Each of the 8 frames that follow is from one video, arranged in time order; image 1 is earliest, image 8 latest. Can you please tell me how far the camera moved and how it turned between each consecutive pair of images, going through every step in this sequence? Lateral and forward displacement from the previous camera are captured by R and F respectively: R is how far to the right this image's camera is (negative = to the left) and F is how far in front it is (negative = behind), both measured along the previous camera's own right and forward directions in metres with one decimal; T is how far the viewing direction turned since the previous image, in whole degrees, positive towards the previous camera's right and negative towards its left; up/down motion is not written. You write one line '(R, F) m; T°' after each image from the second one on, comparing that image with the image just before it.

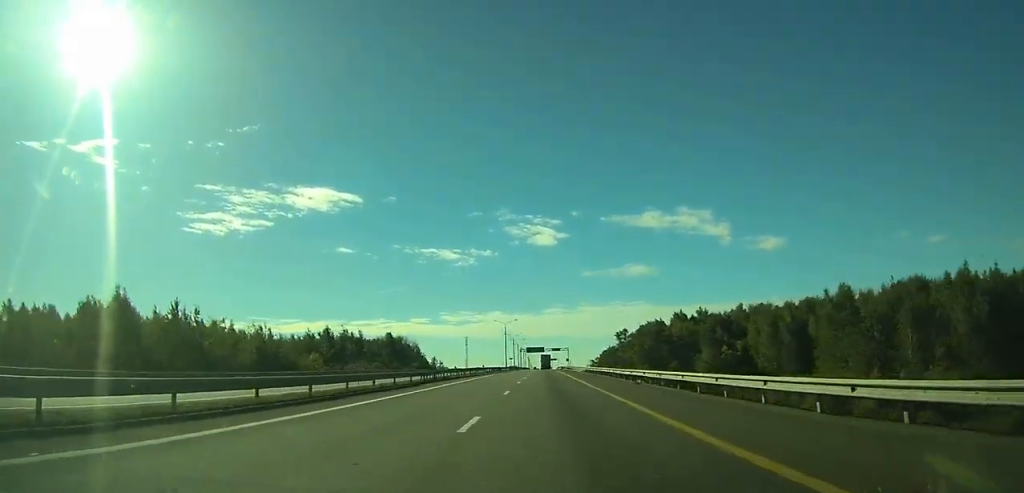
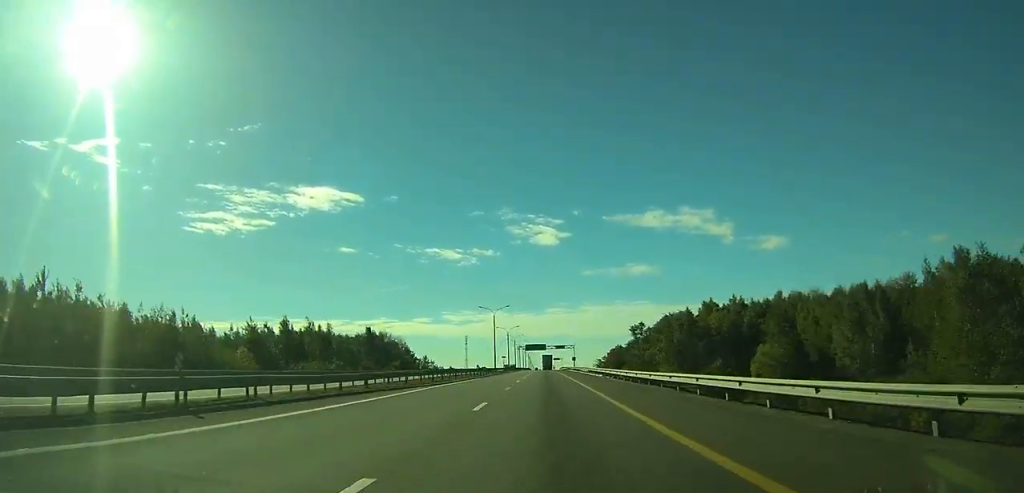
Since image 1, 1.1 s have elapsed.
(0.0, +31.3) m; 0°
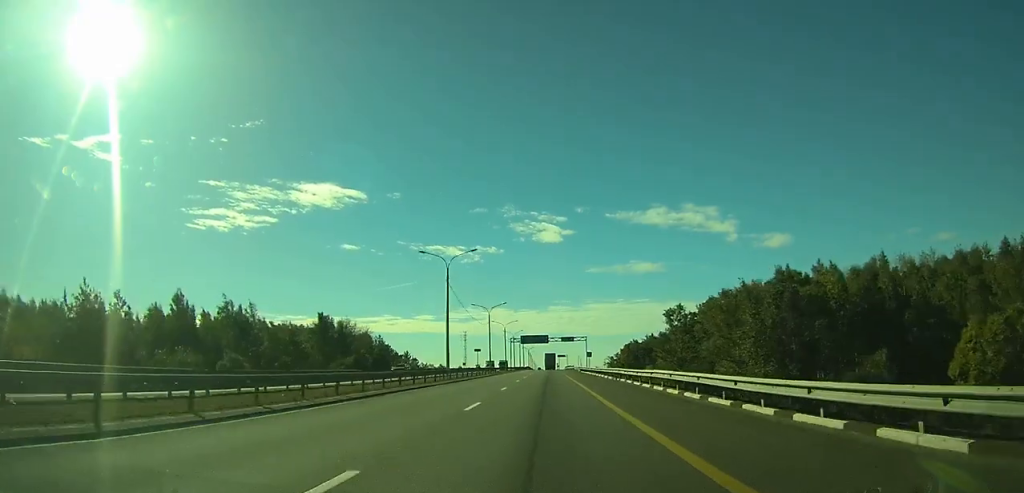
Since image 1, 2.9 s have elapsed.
(-0.1, +47.8) m; 0°
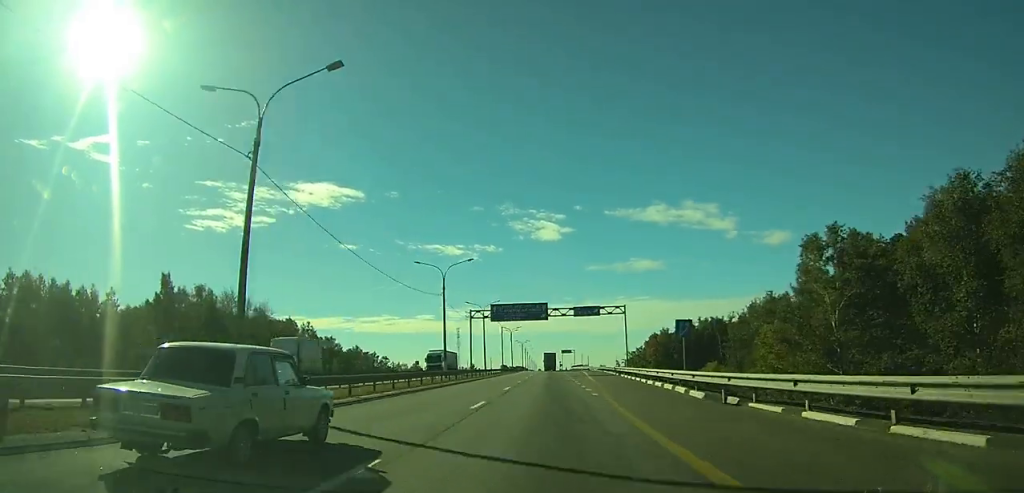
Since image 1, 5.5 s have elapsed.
(-0.3, +71.0) m; 0°
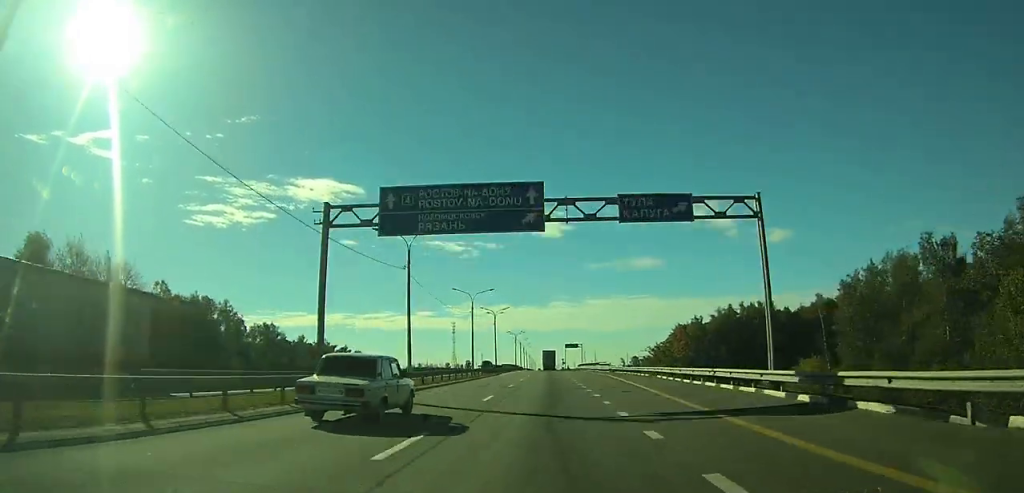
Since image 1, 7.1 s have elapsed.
(-0.2, +45.1) m; 0°
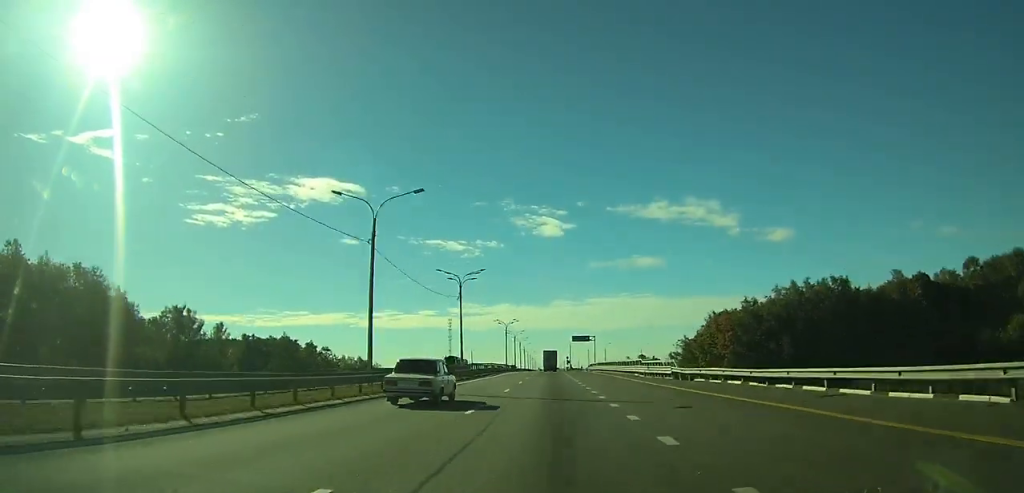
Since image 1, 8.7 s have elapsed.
(+0.1, +41.0) m; 0°
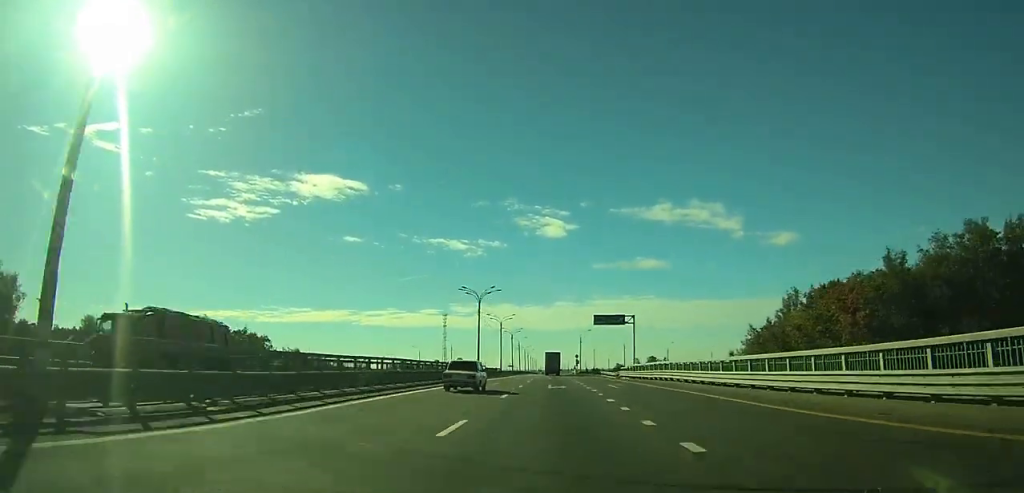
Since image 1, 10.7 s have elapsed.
(+0.1, +52.8) m; 0°
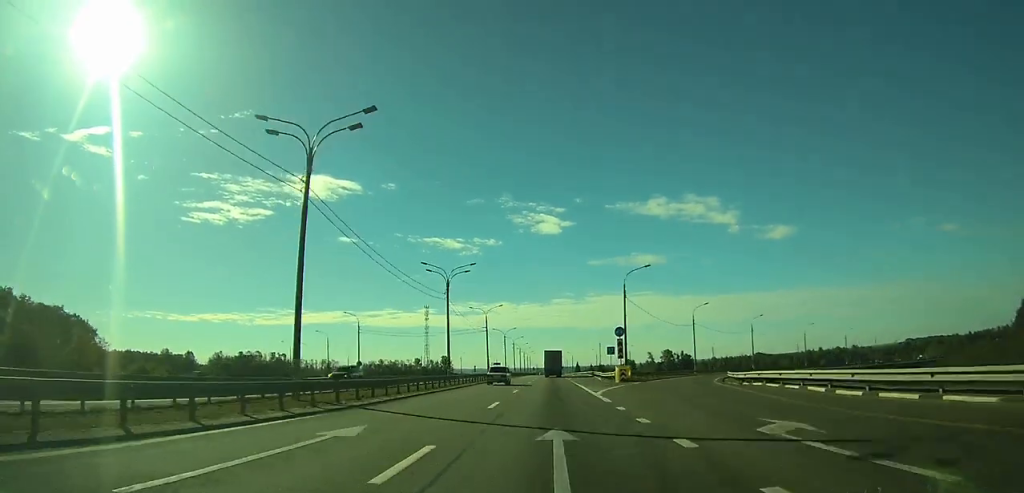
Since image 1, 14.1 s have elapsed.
(-0.2, +88.0) m; 0°
